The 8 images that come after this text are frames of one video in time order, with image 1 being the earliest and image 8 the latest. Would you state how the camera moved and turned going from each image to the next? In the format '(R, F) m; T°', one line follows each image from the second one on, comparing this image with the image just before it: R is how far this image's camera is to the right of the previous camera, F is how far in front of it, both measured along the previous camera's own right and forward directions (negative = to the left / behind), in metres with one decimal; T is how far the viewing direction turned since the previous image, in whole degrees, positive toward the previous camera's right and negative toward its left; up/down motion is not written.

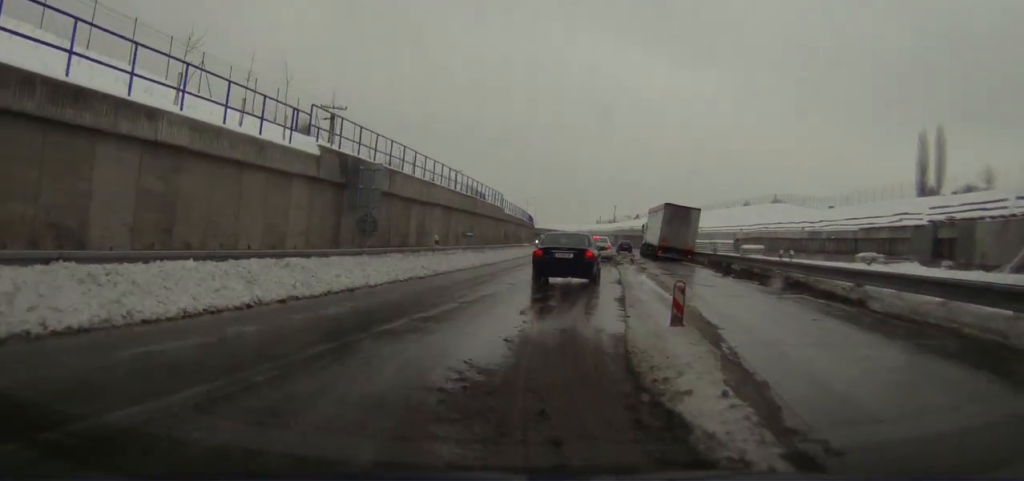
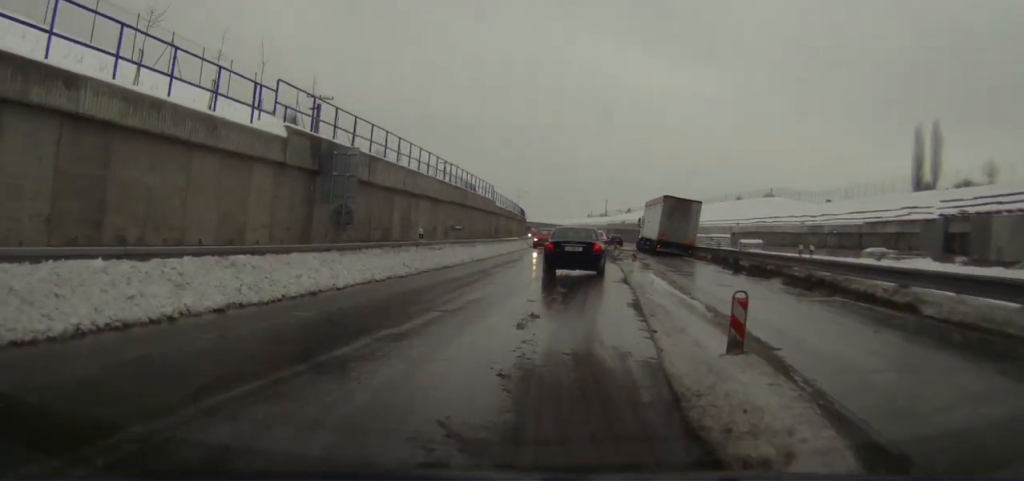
(+0.1, +3.0) m; +1°
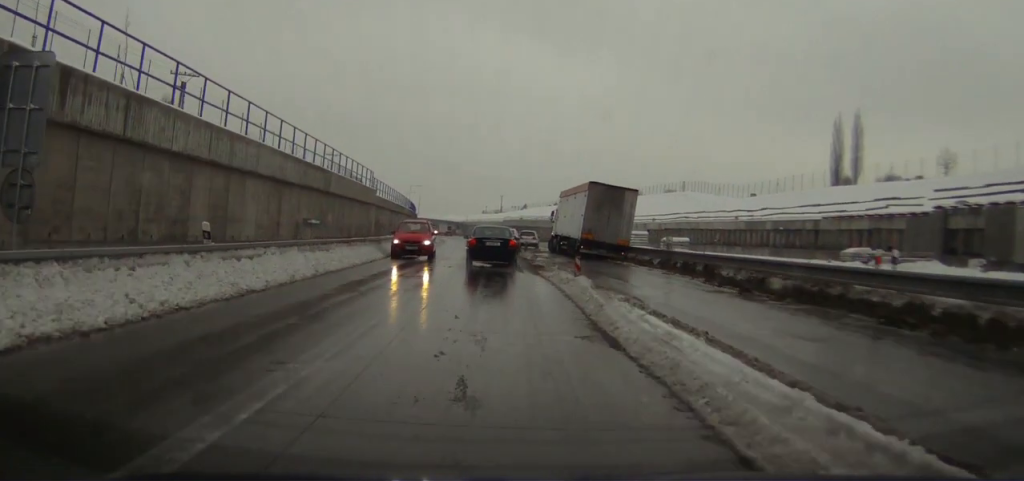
(+0.4, +13.0) m; +3°
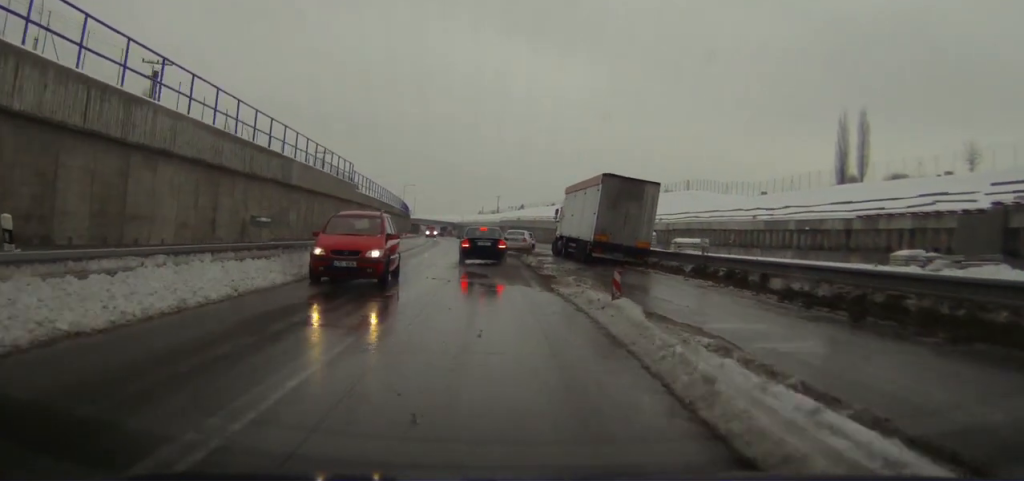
(+0.1, +6.8) m; +1°
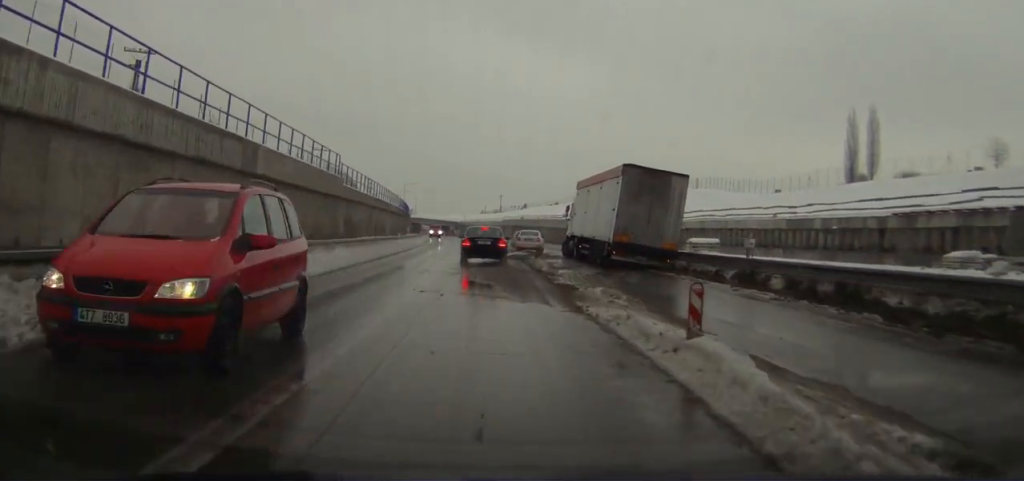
(-0.1, +5.2) m; 0°
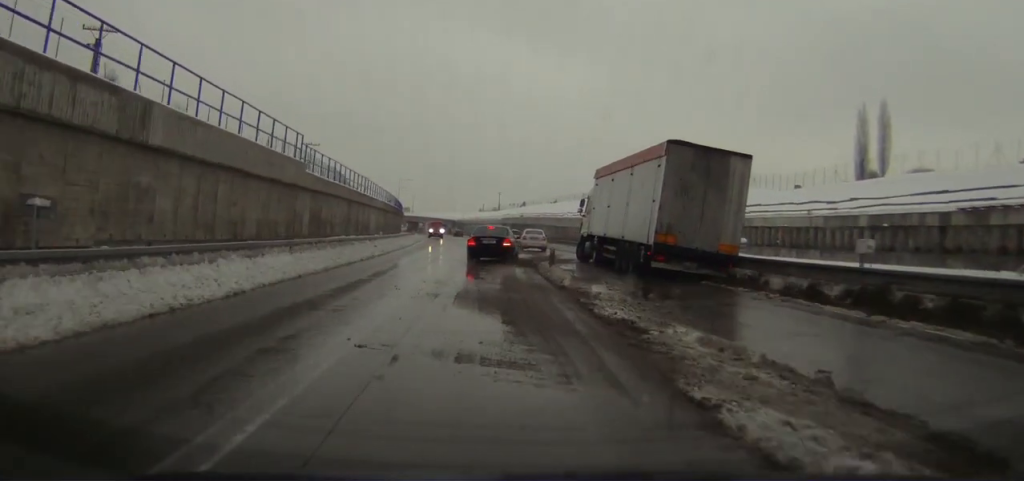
(+0.1, +8.5) m; +1°
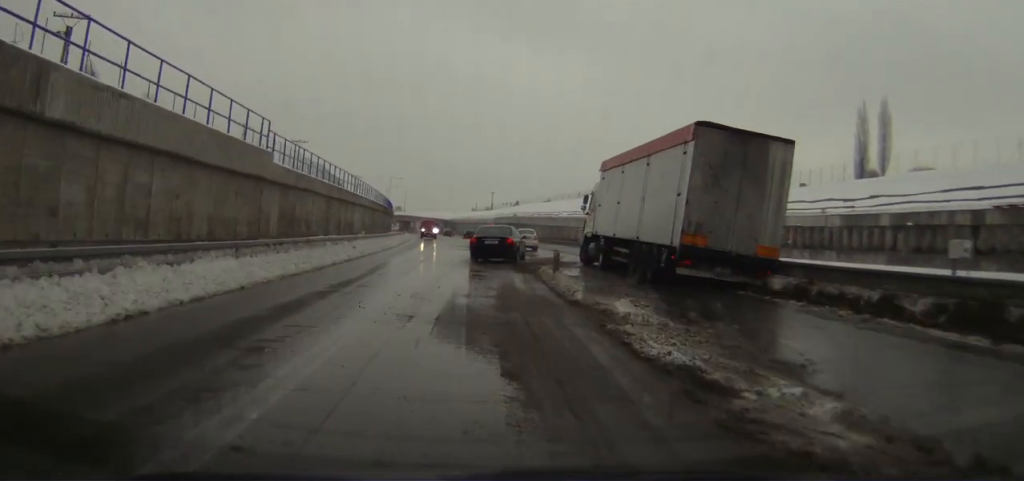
(0.0, +4.6) m; 0°
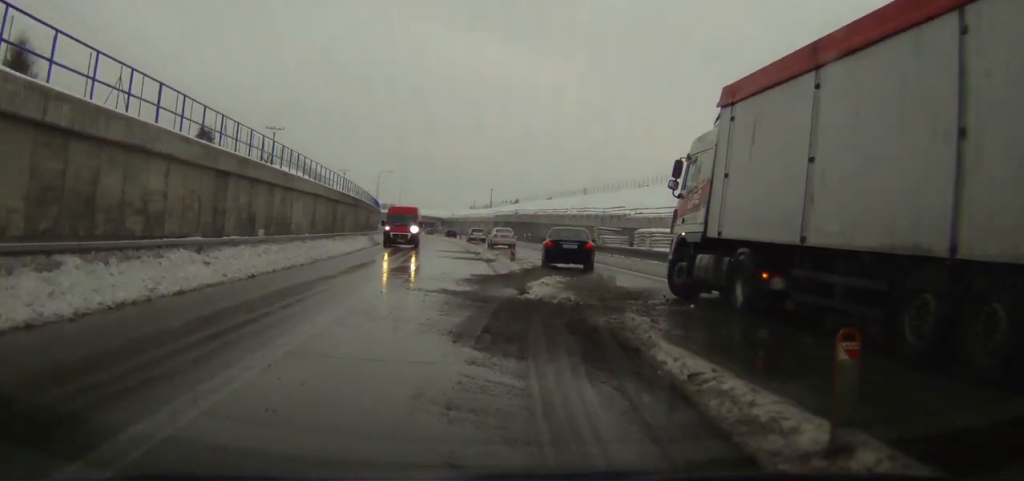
(-0.3, +18.9) m; -3°
